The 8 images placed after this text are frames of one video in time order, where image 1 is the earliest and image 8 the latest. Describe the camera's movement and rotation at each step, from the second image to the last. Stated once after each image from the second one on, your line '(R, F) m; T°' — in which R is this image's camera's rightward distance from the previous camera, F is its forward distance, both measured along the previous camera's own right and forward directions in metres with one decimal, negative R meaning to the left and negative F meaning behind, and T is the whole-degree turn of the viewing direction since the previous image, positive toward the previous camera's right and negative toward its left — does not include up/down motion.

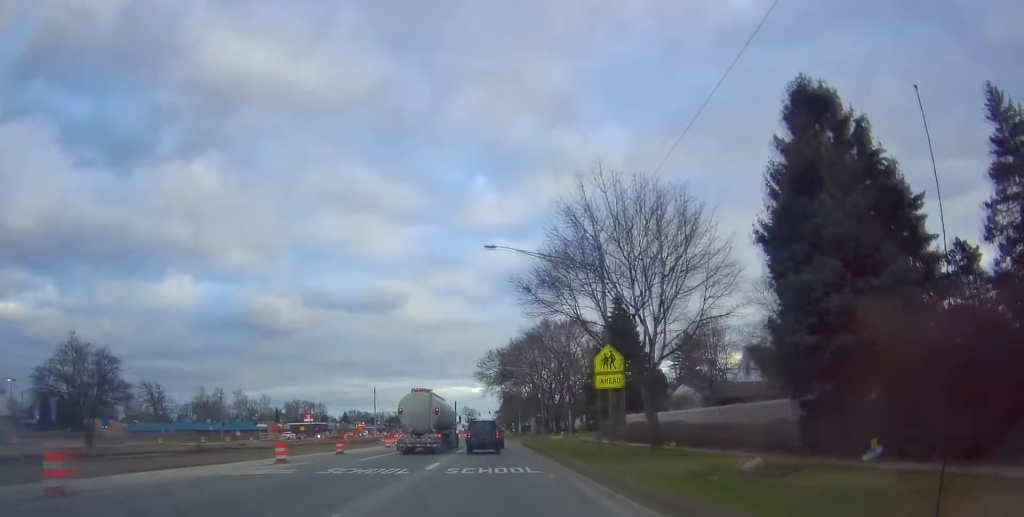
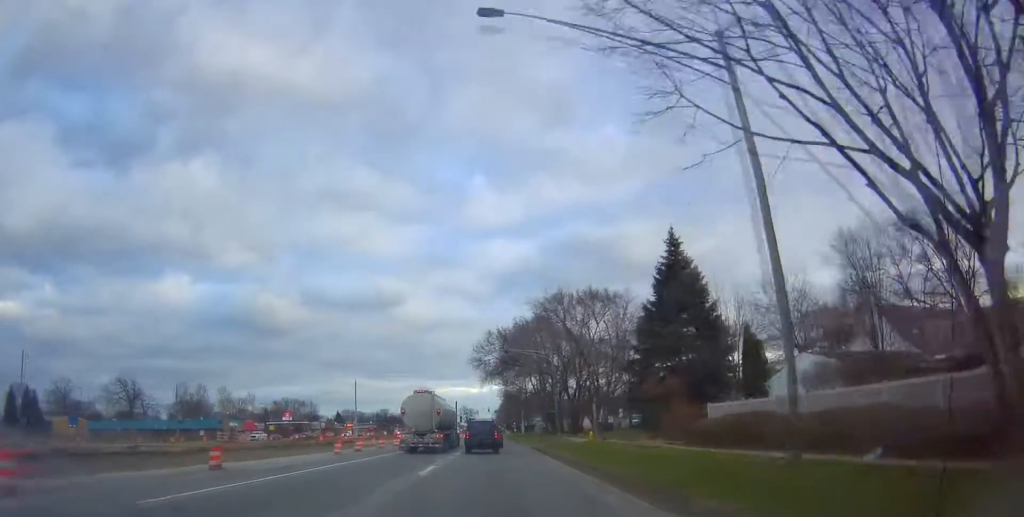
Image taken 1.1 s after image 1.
(-0.3, +18.6) m; -1°
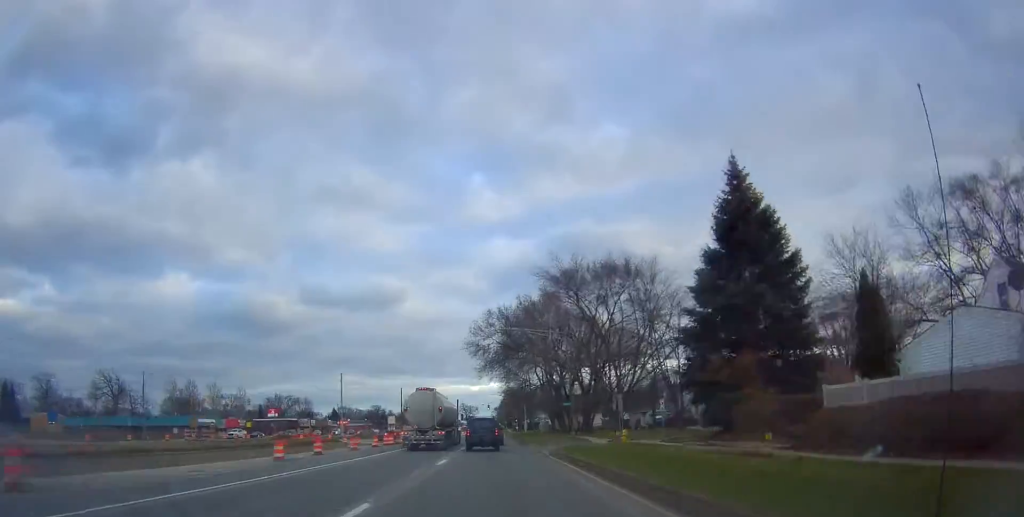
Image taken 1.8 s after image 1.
(0.0, +11.1) m; 0°
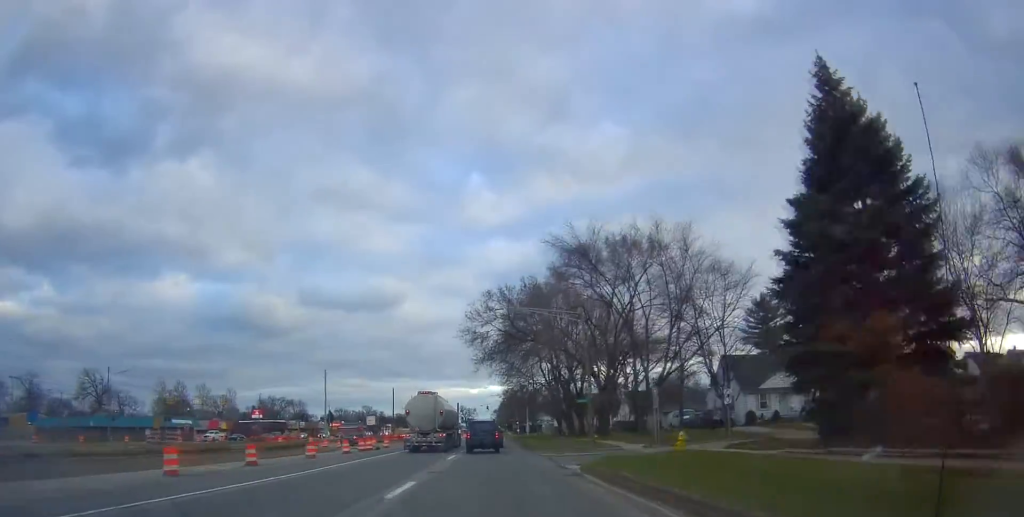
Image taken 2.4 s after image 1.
(+0.3, +10.0) m; -1°
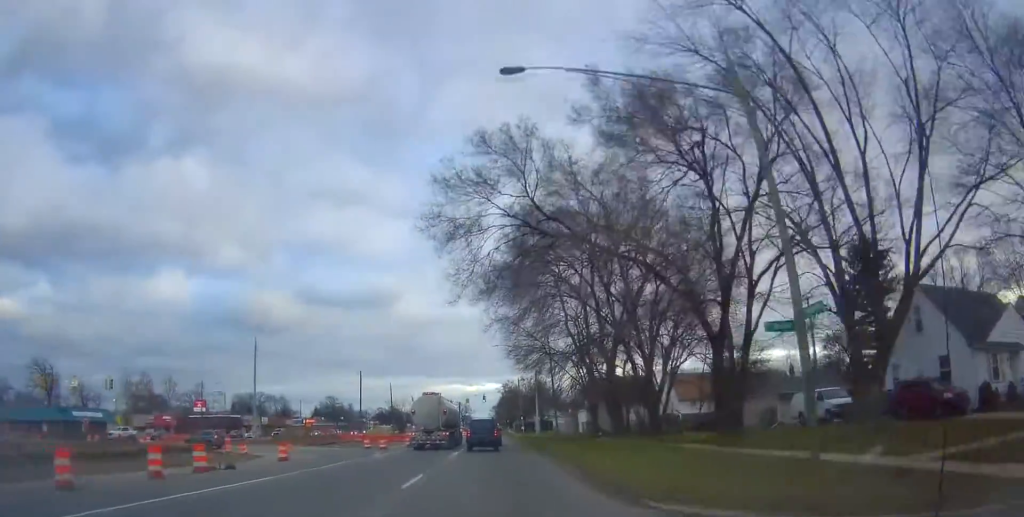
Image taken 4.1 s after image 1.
(-0.3, +29.1) m; +1°
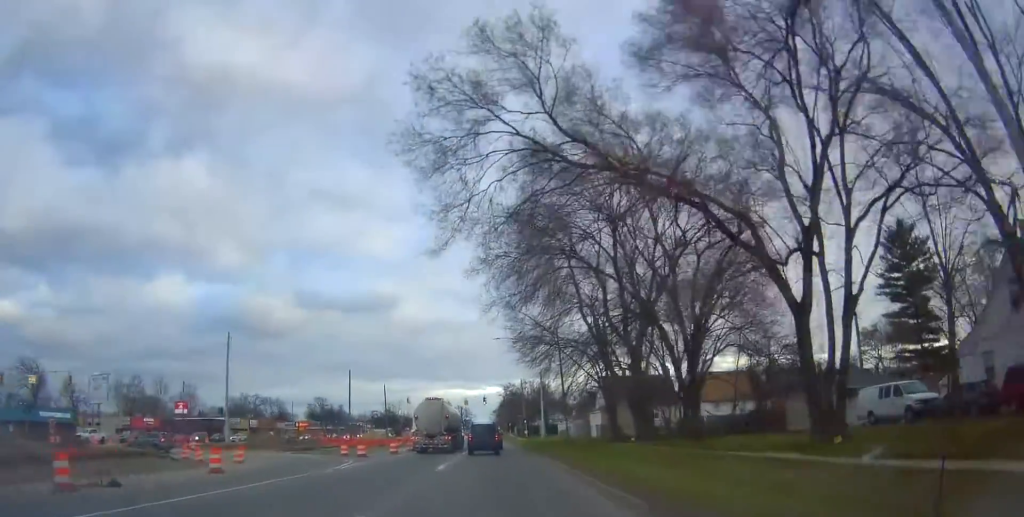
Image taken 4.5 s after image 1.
(+0.1, +7.2) m; +1°
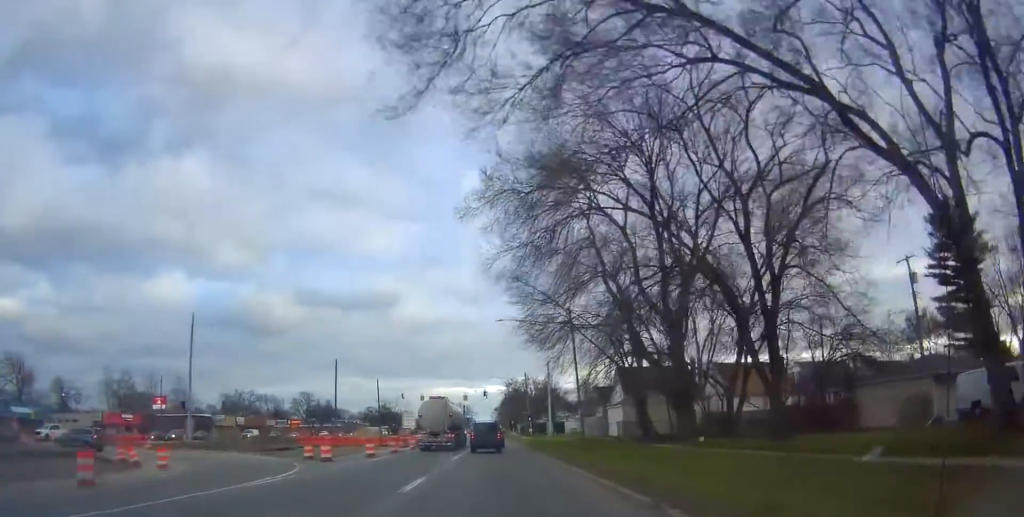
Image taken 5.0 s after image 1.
(0.0, +8.4) m; -1°
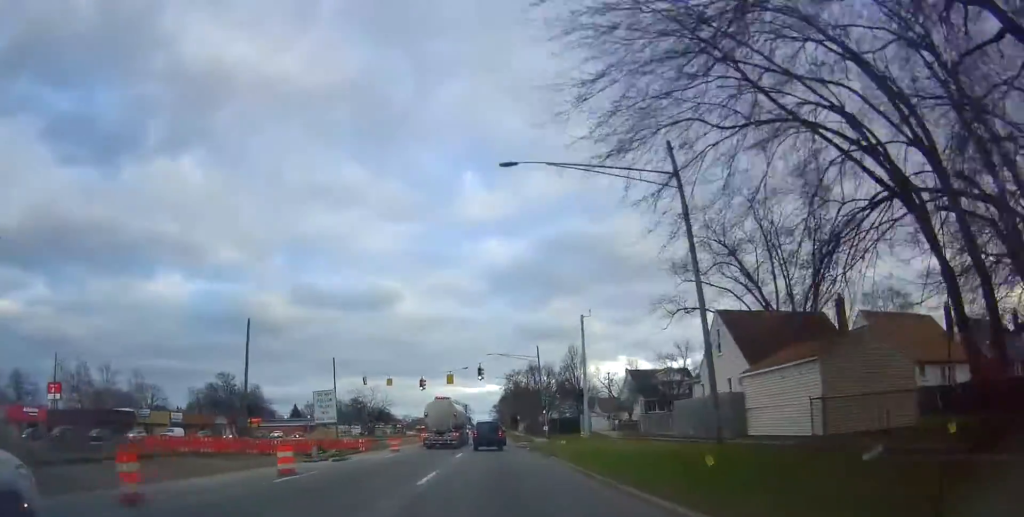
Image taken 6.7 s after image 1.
(-0.8, +28.6) m; -1°
